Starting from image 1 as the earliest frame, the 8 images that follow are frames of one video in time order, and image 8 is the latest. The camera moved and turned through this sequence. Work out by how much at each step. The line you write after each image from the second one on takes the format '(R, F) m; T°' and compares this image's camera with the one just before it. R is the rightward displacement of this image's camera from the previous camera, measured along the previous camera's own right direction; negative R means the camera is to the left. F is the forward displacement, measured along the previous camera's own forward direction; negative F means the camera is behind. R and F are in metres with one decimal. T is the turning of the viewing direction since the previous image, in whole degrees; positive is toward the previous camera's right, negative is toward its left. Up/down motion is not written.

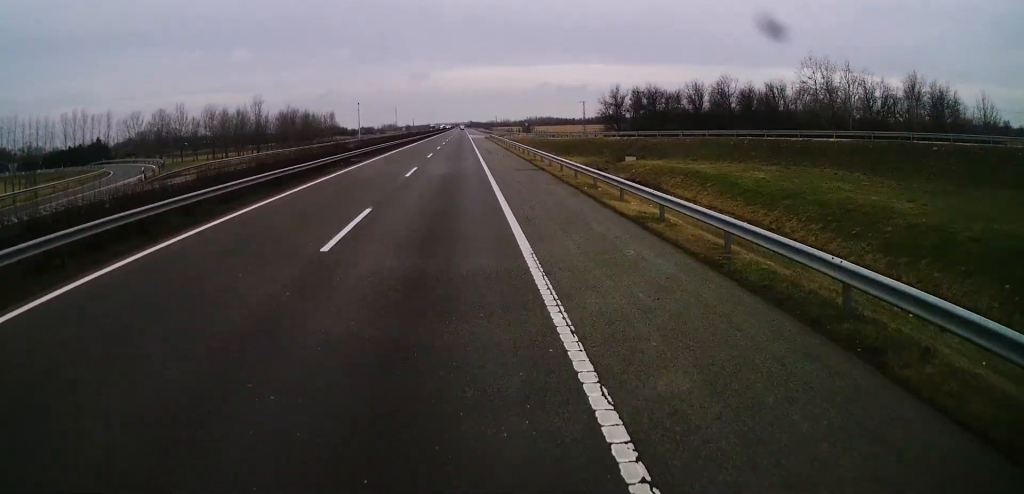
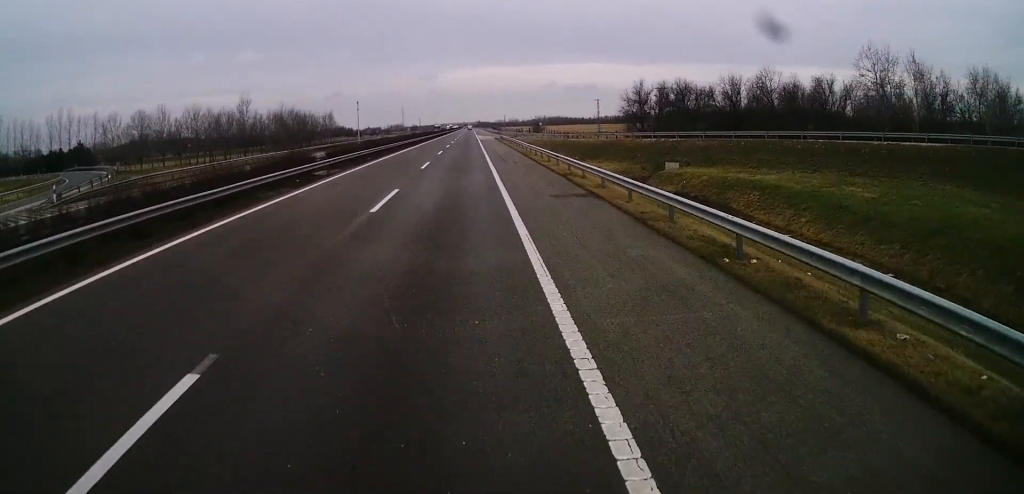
(+0.1, +12.4) m; 0°
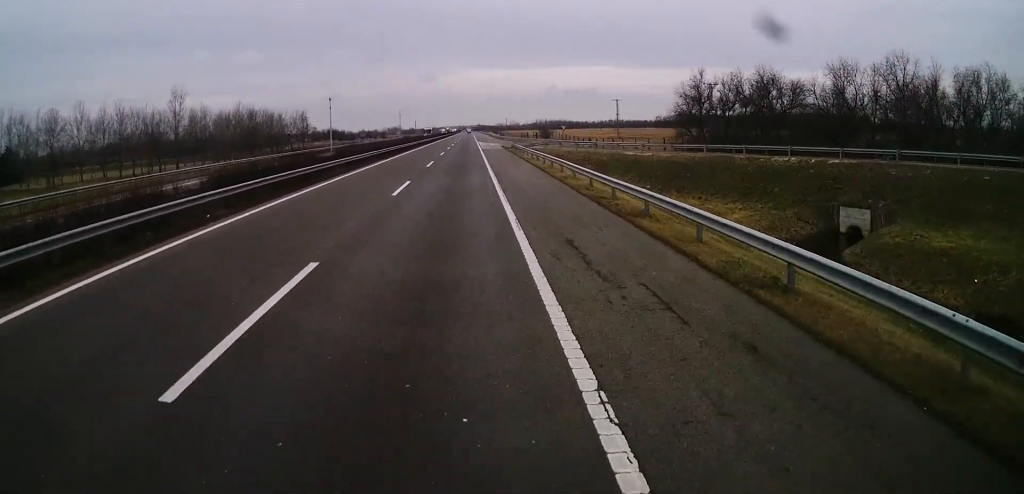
(-0.1, +30.2) m; 0°
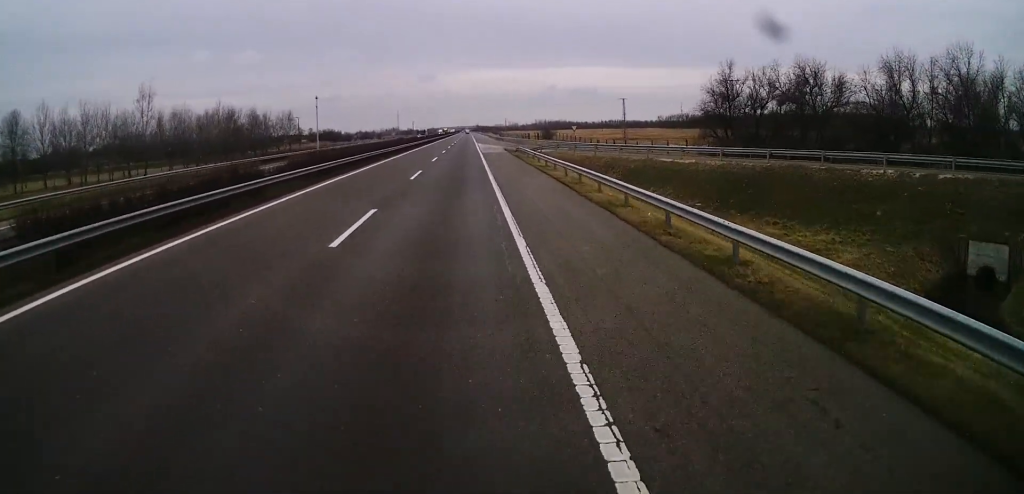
(0.0, +10.0) m; 0°
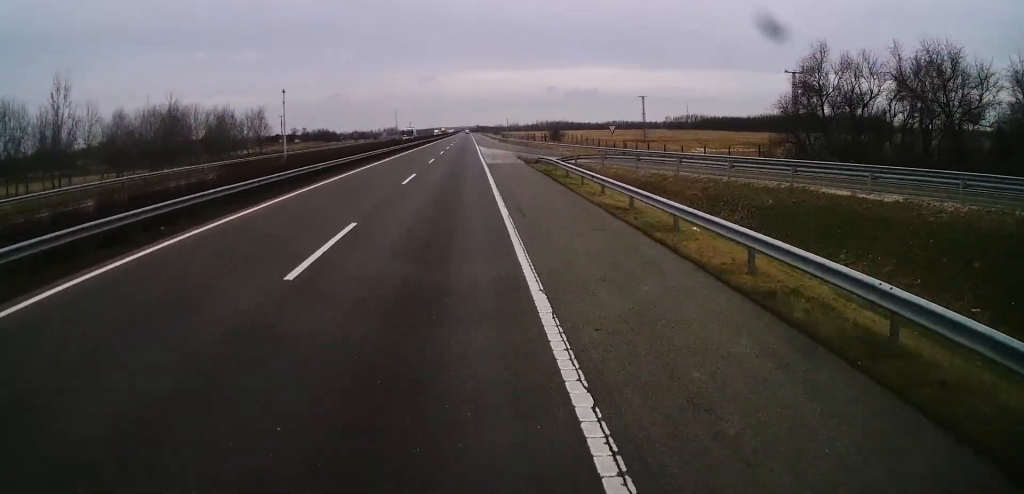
(0.0, +20.8) m; 0°
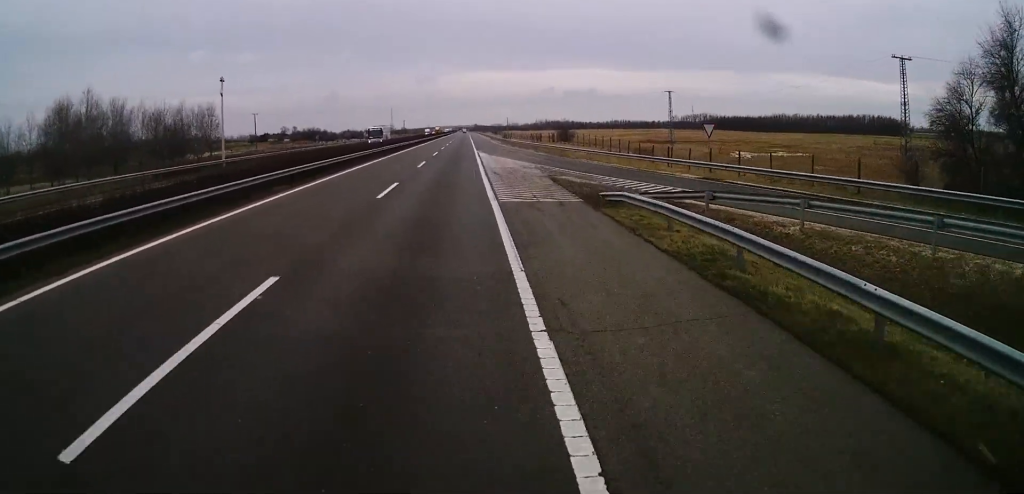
(-0.2, +23.9) m; -1°
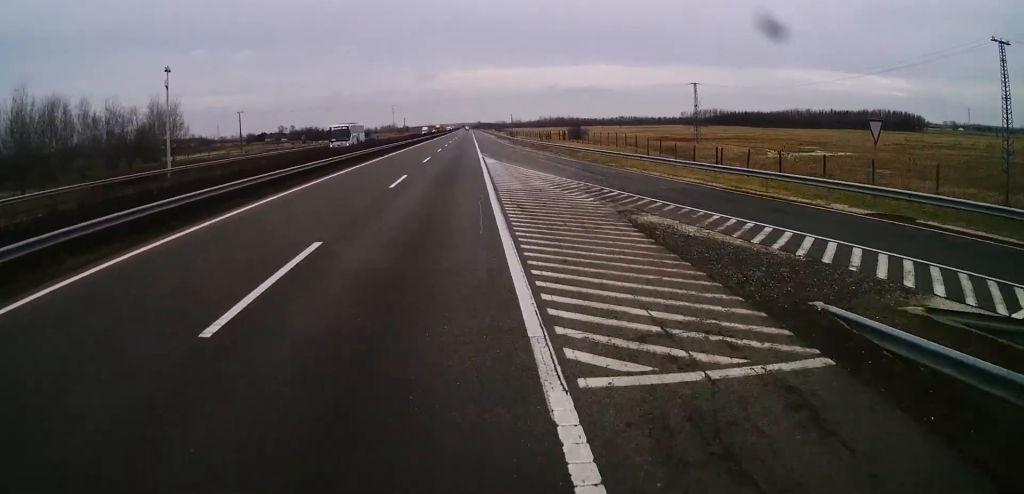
(-0.2, +14.7) m; 0°
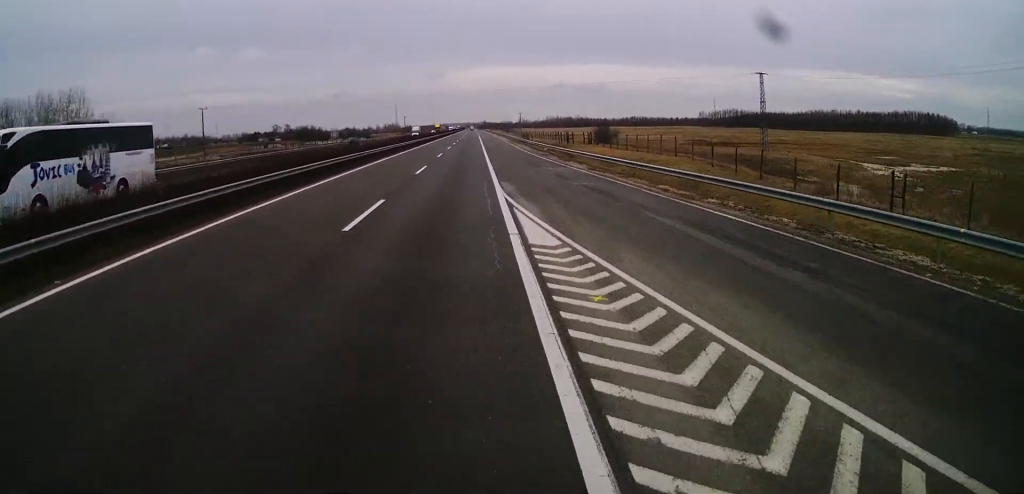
(+0.4, +27.8) m; +1°
